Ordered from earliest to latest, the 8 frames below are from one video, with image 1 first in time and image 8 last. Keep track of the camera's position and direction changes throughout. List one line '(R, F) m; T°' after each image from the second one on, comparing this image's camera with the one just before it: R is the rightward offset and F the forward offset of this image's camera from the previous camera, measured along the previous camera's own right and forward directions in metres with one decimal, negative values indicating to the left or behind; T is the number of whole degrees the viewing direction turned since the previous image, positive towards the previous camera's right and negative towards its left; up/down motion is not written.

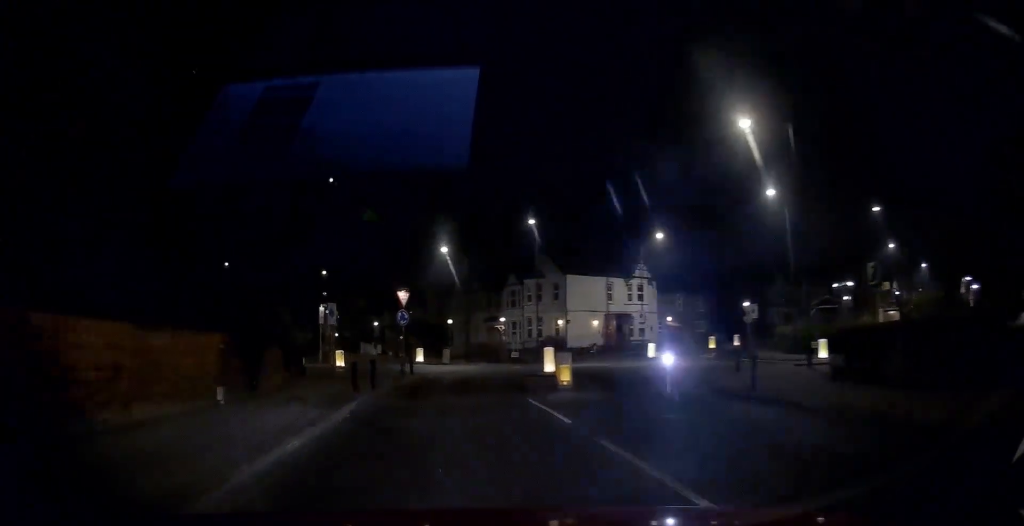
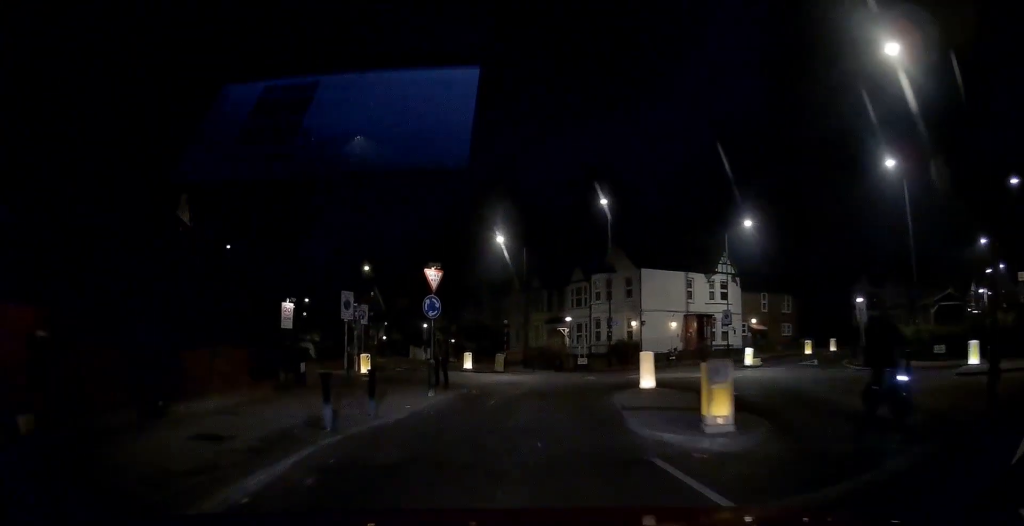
(-0.4, +7.9) m; -6°
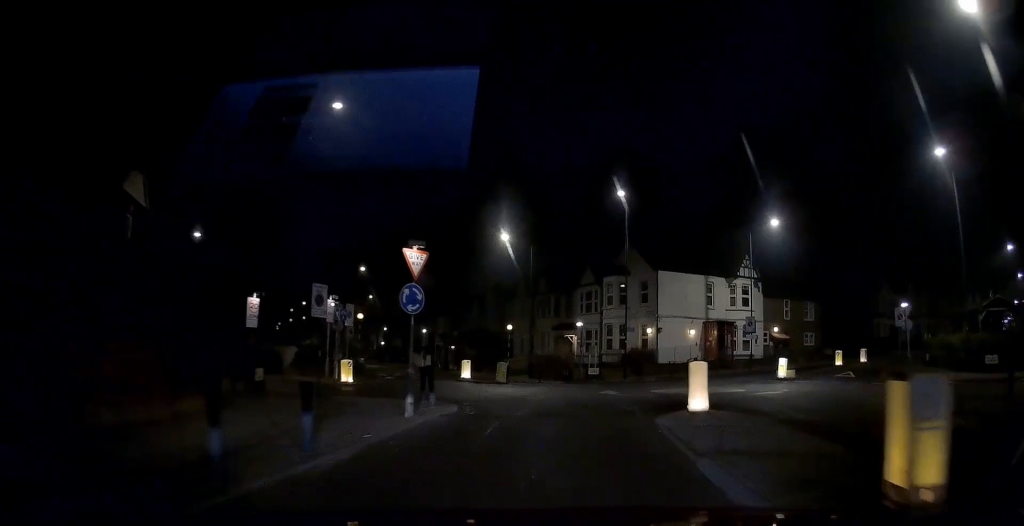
(-0.2, +4.6) m; -3°
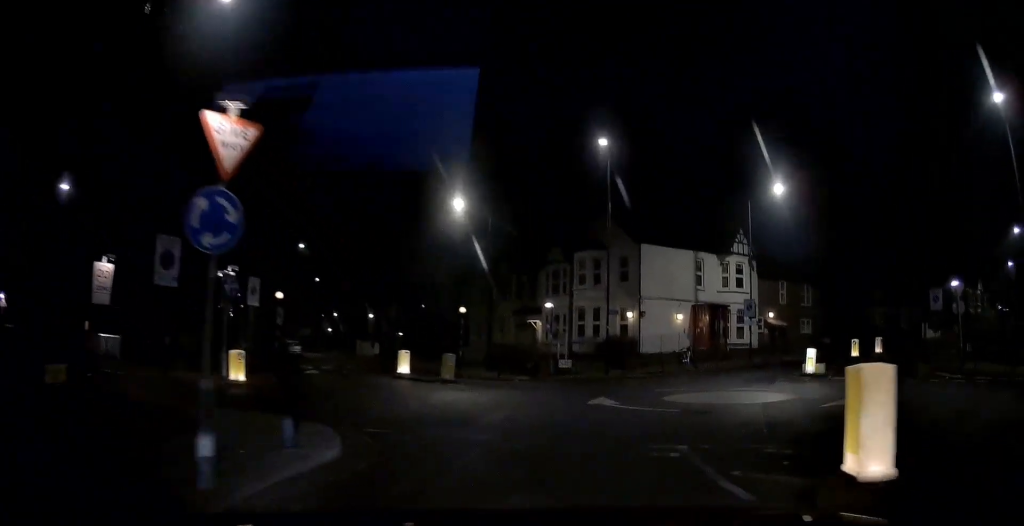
(-0.1, +8.1) m; 0°
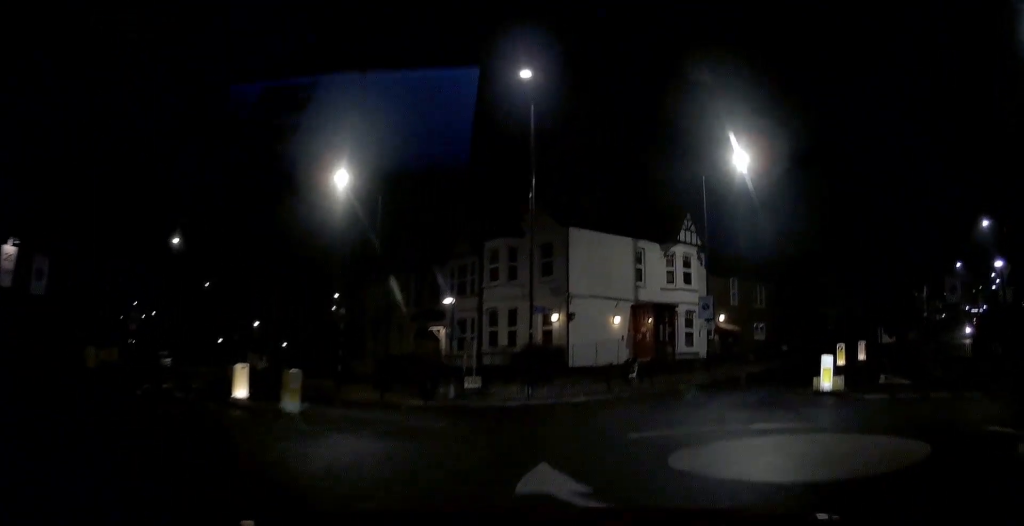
(+0.2, +8.0) m; +6°
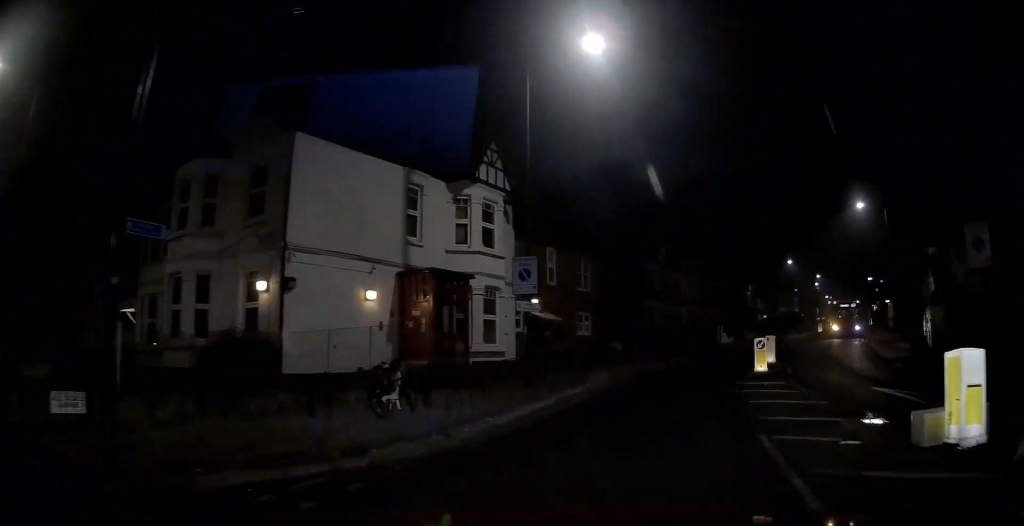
(+1.6, +11.8) m; +17°
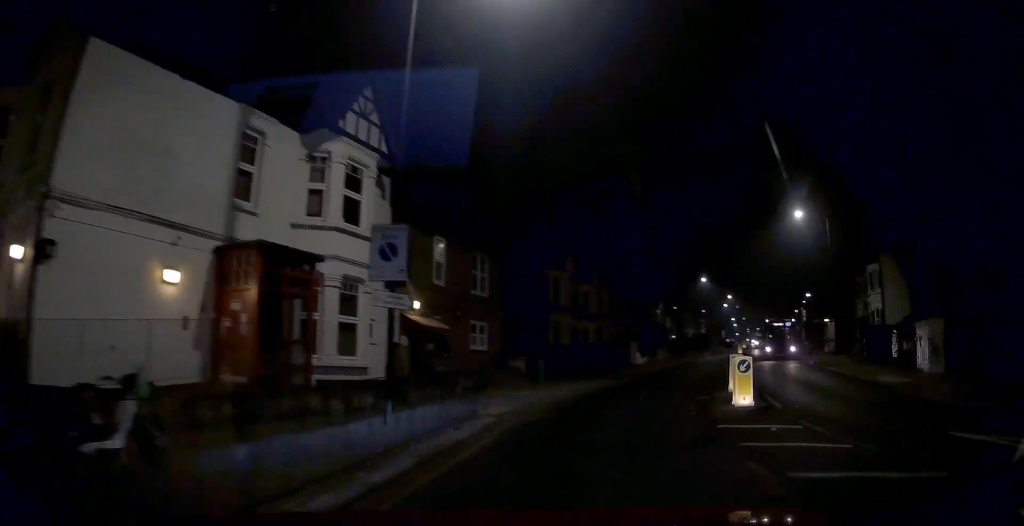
(+0.5, +5.8) m; +8°
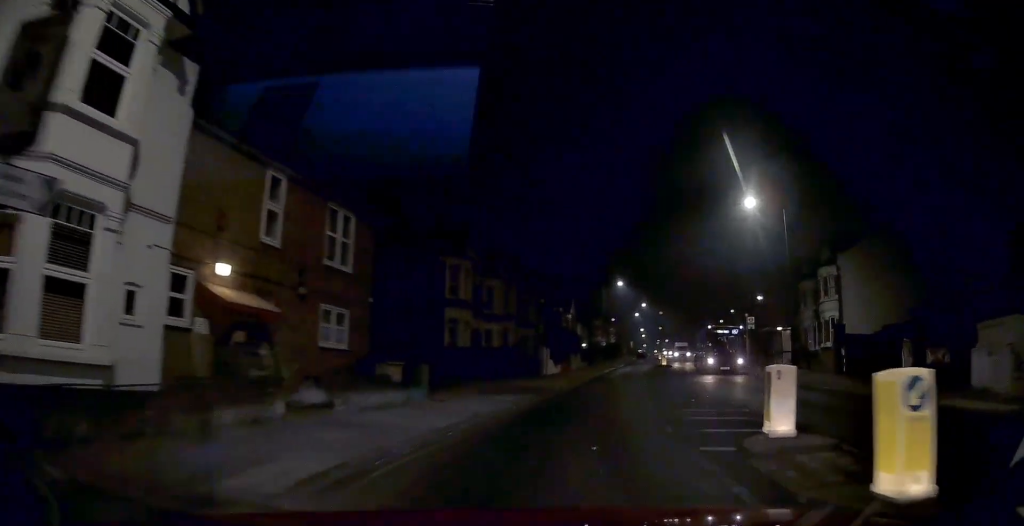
(+0.7, +7.2) m; +9°
